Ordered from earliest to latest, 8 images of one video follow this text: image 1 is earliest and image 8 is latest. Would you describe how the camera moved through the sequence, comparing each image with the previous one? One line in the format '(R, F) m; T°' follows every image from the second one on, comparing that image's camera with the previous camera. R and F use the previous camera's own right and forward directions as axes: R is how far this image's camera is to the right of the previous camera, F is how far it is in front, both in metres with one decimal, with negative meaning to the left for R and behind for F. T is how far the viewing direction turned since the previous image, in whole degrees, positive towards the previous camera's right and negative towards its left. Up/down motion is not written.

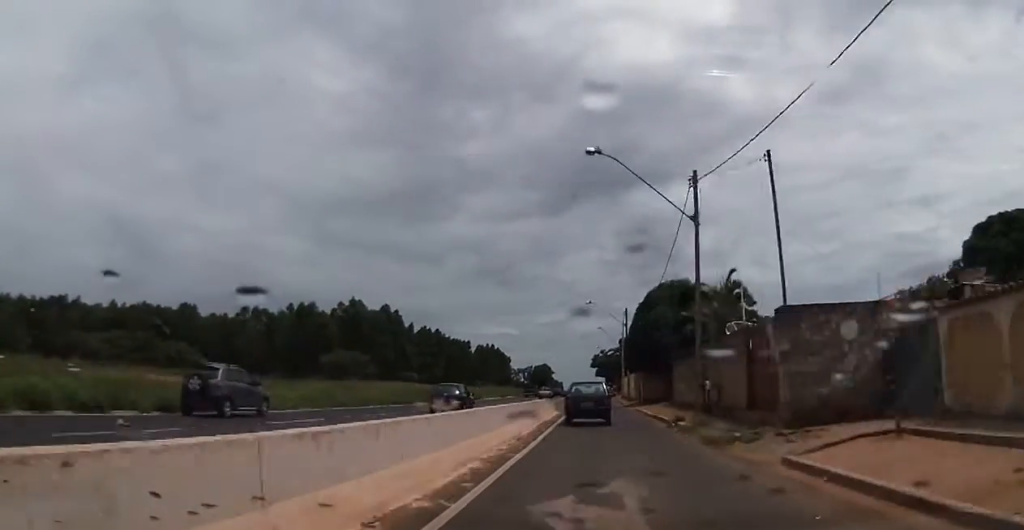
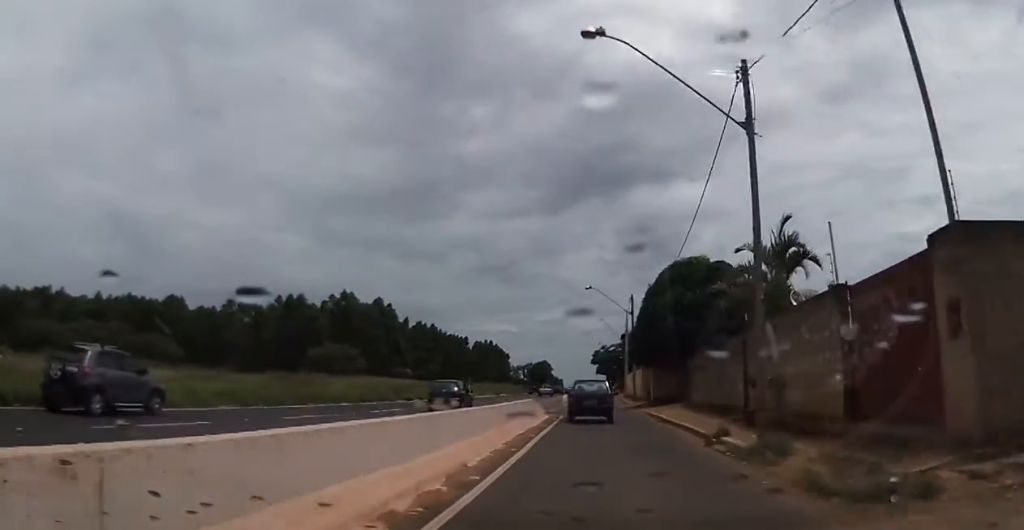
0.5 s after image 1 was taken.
(0.0, +7.7) m; 0°
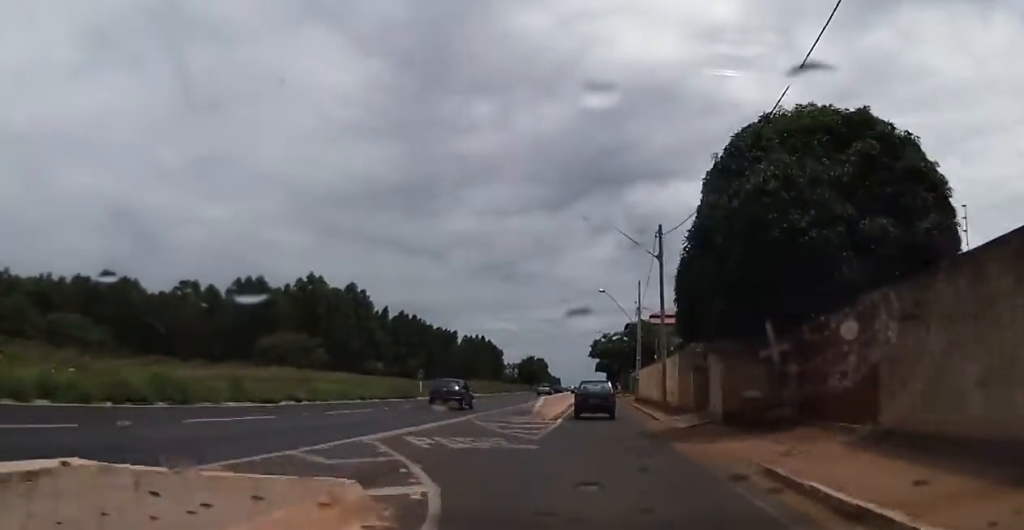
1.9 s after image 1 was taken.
(+0.2, +23.4) m; 0°
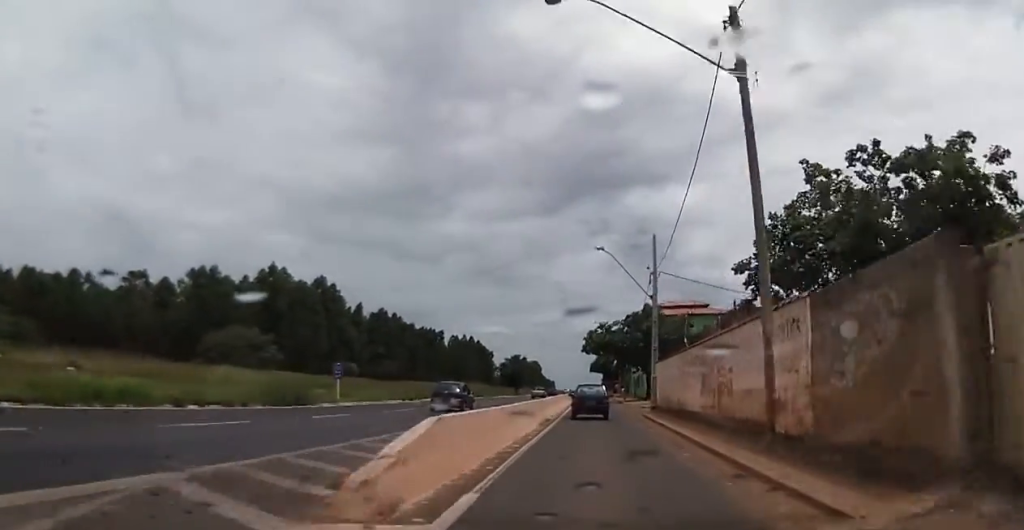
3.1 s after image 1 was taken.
(+0.1, +17.9) m; 0°
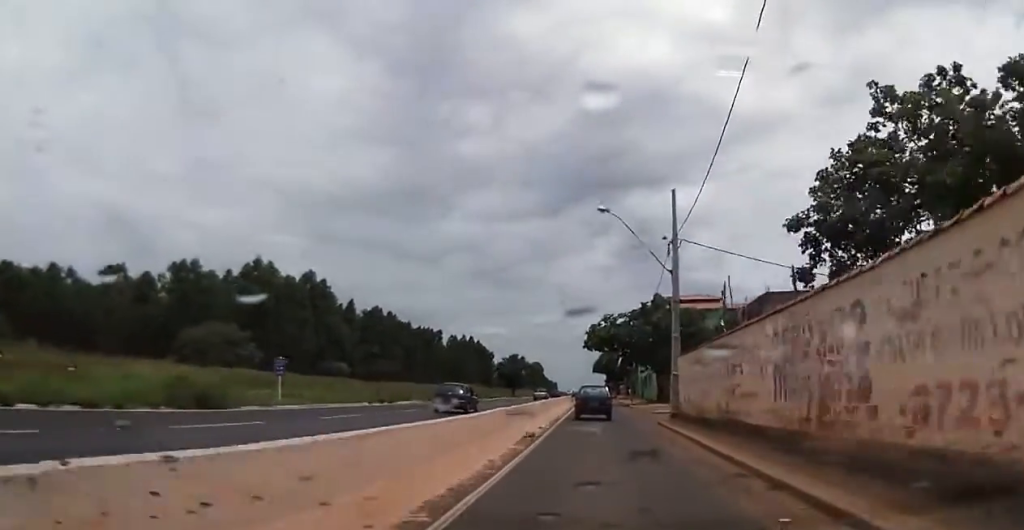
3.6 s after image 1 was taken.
(0.0, +7.7) m; 0°
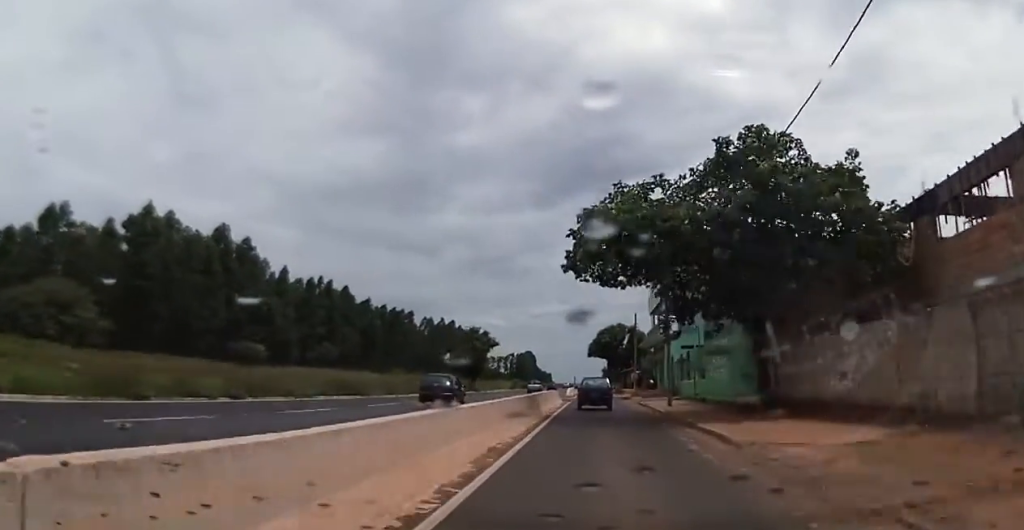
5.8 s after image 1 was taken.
(-0.1, +36.0) m; 0°
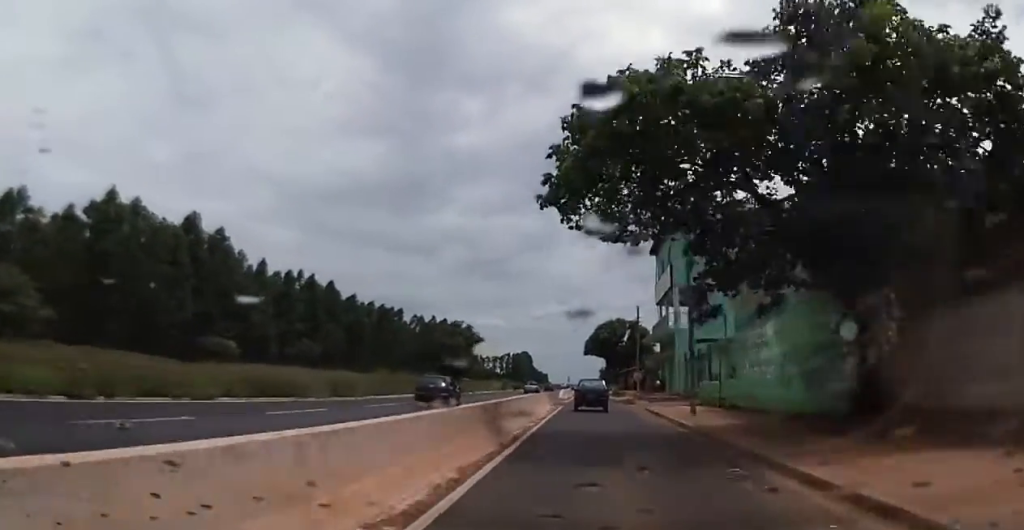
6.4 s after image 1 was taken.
(+0.1, +9.9) m; 0°
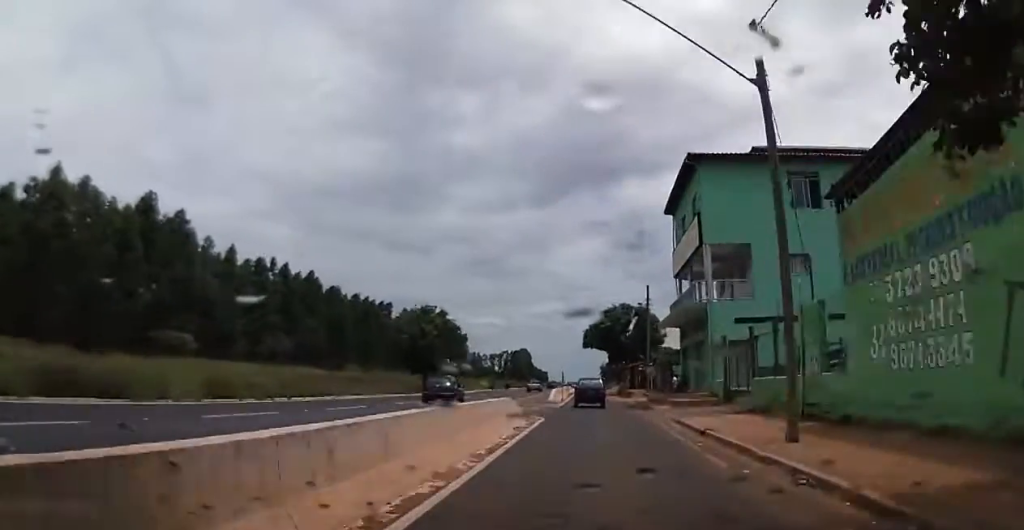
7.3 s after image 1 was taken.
(-0.4, +14.9) m; +1°
